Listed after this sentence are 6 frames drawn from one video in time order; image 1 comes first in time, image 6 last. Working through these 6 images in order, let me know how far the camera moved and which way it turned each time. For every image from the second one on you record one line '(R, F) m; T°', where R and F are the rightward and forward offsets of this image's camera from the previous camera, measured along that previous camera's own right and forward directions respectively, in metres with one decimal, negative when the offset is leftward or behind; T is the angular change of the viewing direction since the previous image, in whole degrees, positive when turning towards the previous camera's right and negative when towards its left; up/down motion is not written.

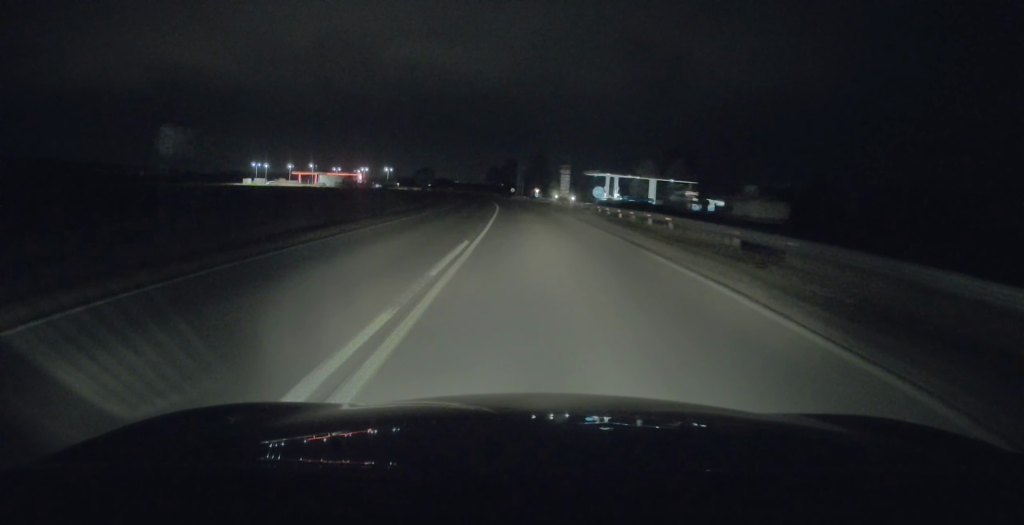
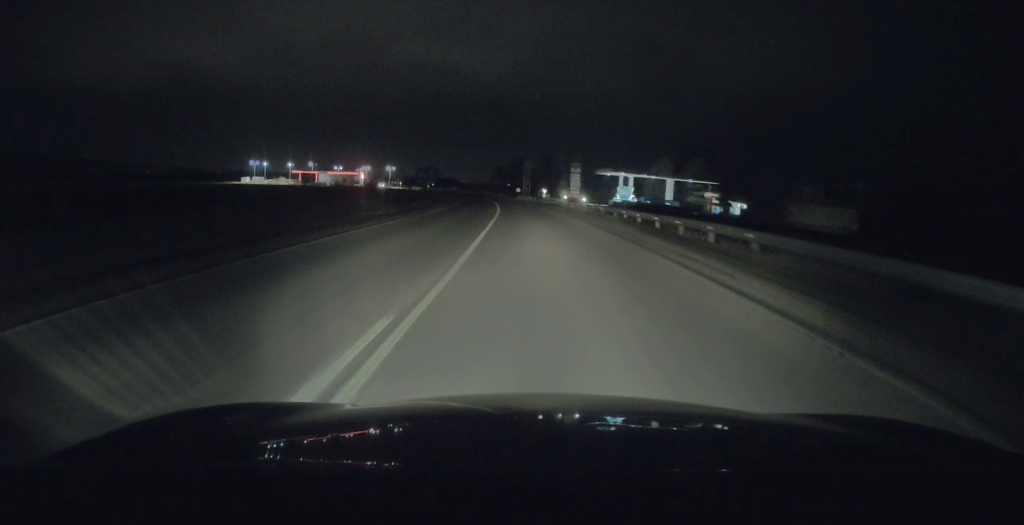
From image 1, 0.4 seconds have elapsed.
(0.0, +8.9) m; -1°
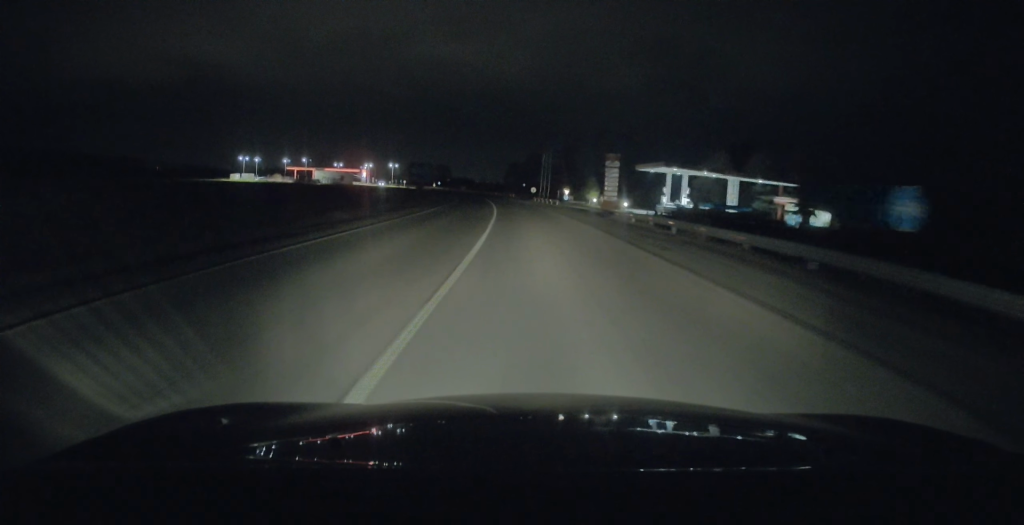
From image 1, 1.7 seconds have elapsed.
(-0.2, +25.8) m; -1°
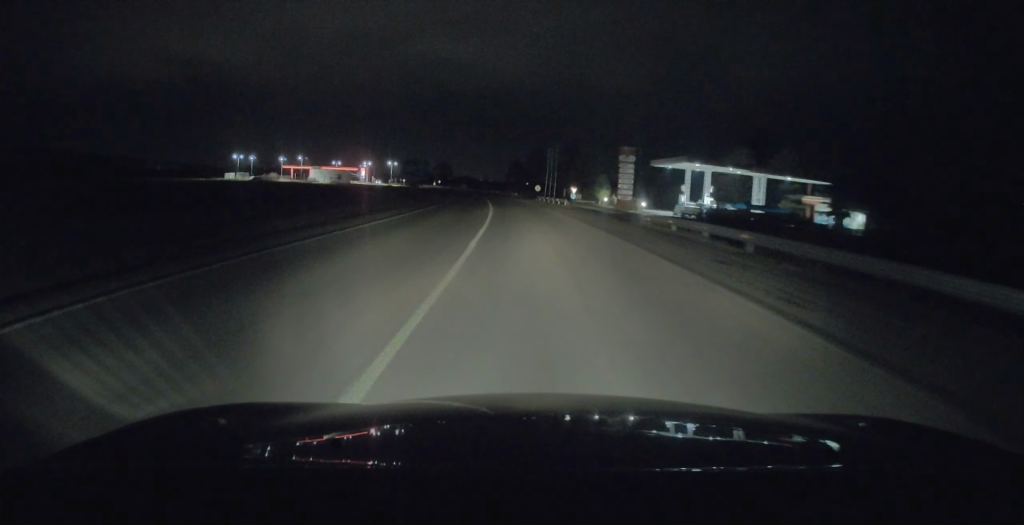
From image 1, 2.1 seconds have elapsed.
(0.0, +8.2) m; 0°
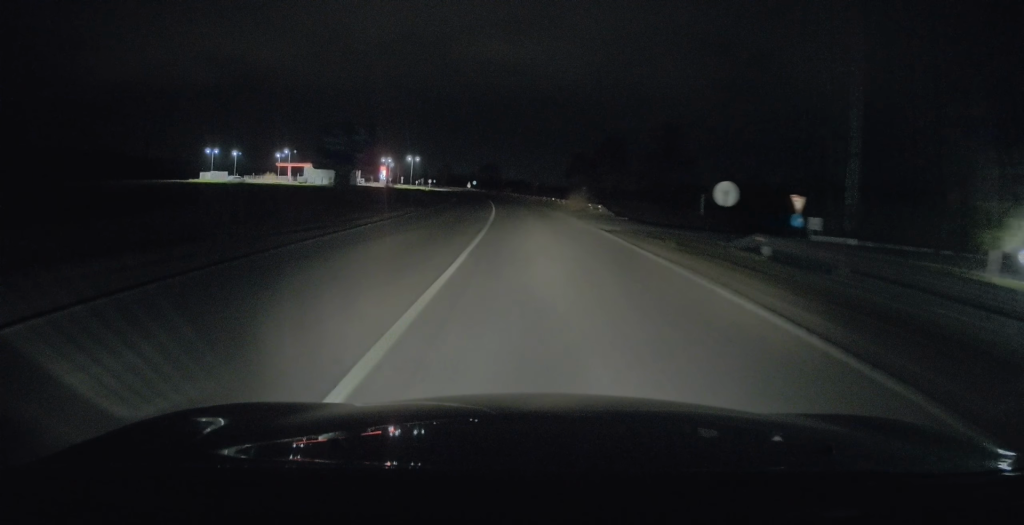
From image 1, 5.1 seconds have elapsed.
(-2.5, +61.8) m; -5°
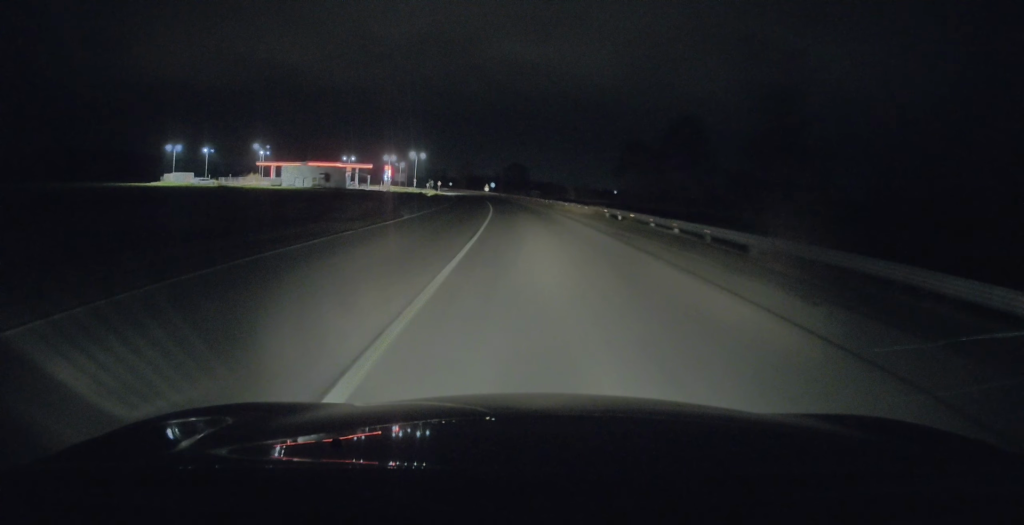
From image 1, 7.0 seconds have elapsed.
(-1.1, +37.3) m; -3°
